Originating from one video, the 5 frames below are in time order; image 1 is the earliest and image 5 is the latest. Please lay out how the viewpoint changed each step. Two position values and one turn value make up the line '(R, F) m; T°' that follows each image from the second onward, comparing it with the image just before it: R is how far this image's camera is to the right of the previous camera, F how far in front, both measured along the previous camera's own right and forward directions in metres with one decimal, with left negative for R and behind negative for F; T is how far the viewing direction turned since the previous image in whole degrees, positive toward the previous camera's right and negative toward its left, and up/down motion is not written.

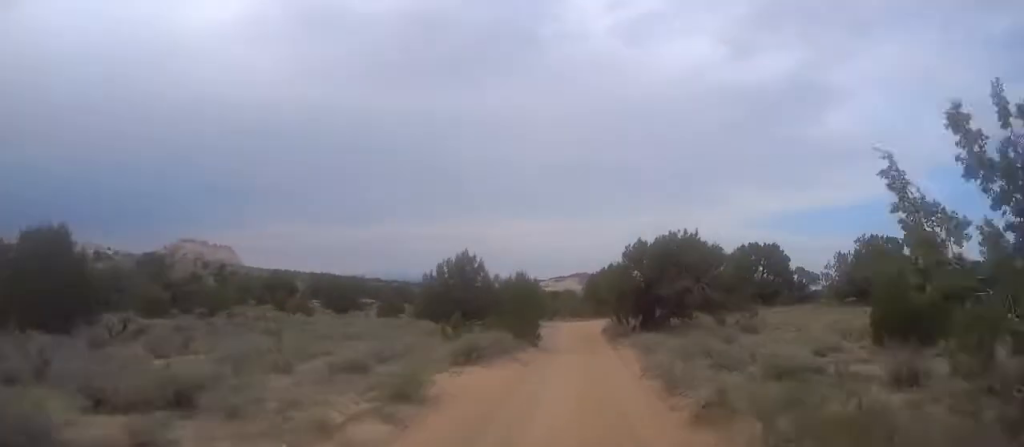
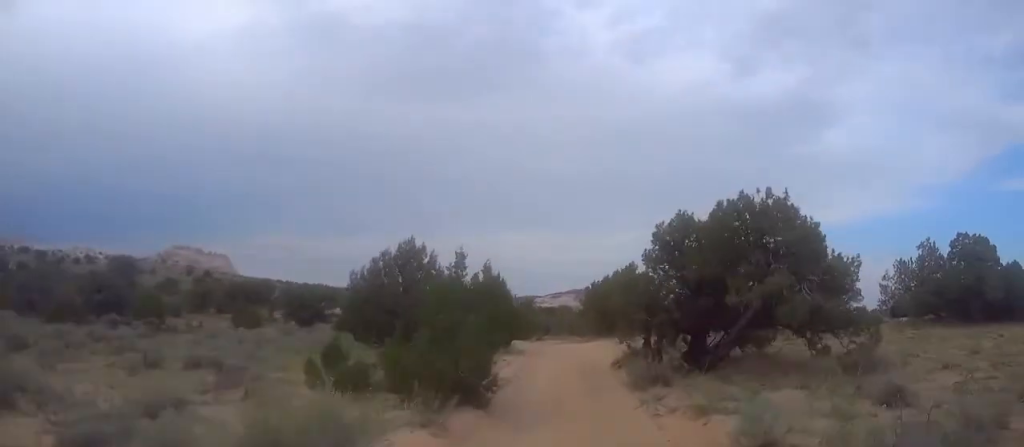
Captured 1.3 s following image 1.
(-0.2, +12.5) m; 0°
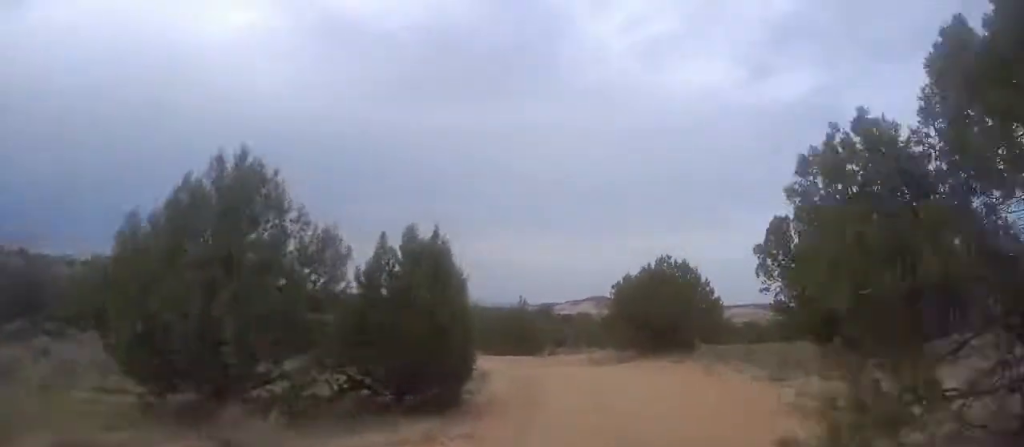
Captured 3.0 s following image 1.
(+0.1, +15.1) m; 0°
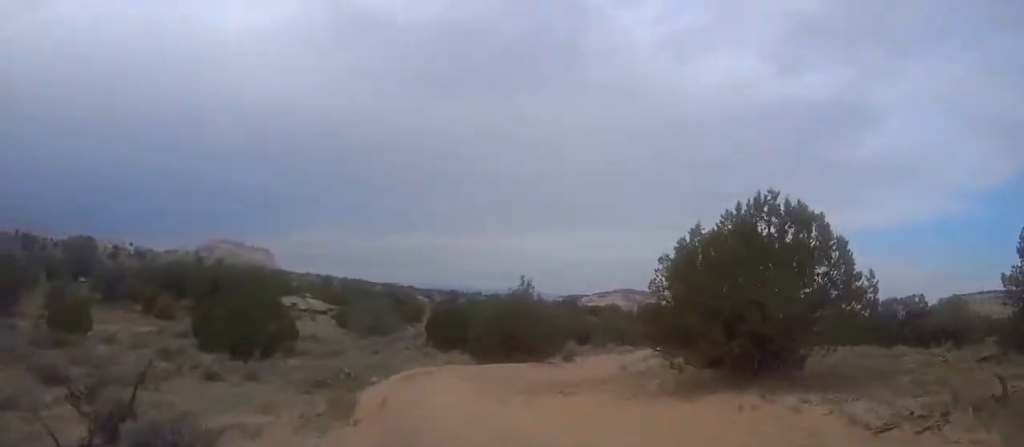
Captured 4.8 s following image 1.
(+0.1, +15.7) m; -2°
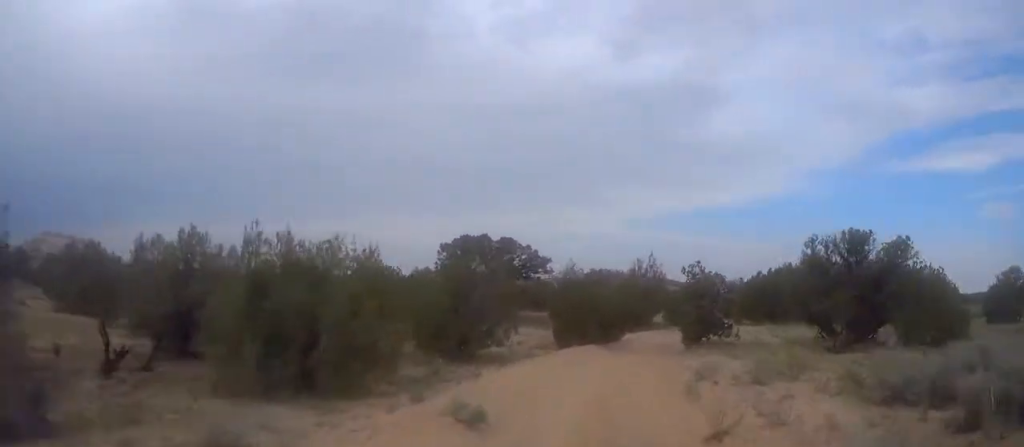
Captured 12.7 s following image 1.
(+6.8, +65.7) m; +15°
